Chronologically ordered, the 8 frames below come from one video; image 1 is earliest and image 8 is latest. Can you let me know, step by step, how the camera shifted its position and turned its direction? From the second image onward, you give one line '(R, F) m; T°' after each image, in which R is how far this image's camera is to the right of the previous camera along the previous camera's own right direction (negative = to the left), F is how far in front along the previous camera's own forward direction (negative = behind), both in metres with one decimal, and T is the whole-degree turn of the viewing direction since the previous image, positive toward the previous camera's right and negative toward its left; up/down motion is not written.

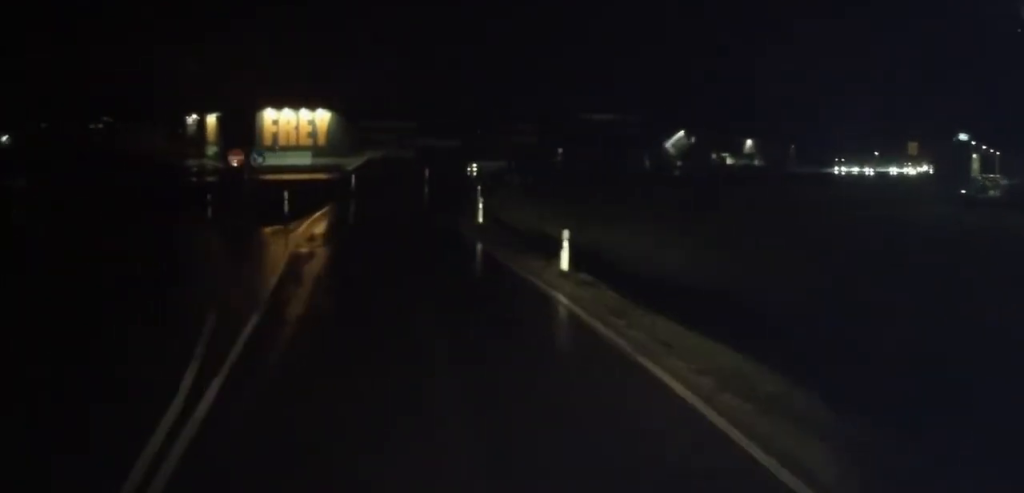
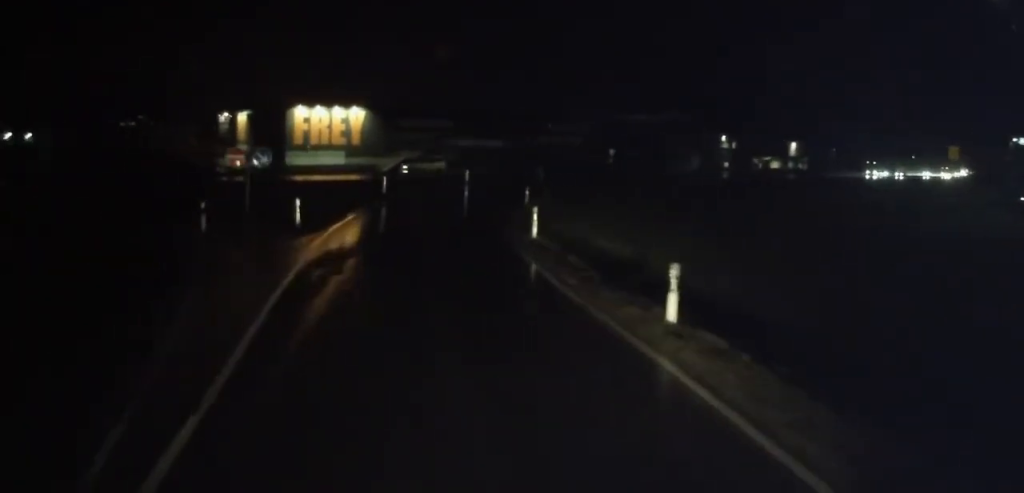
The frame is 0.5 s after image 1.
(-0.1, +4.7) m; -5°
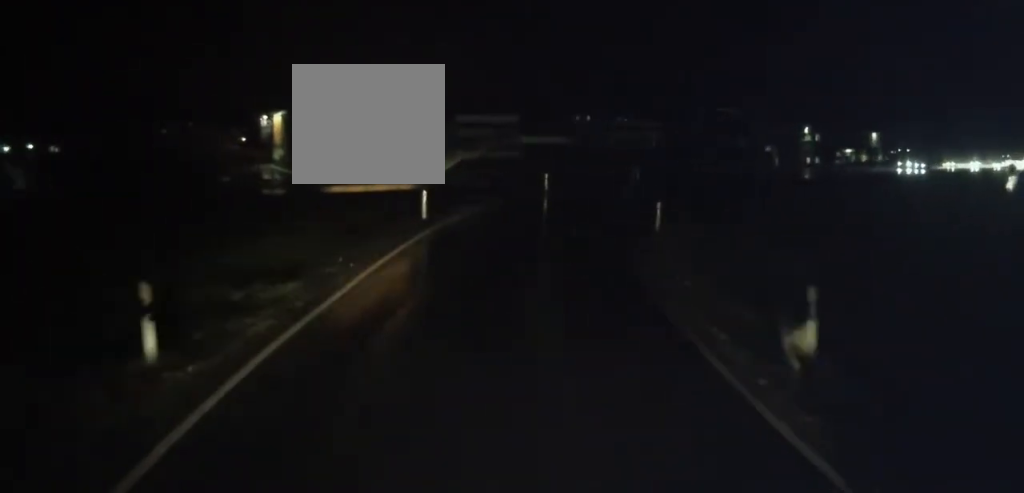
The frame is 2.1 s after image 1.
(-1.9, +14.5) m; -13°
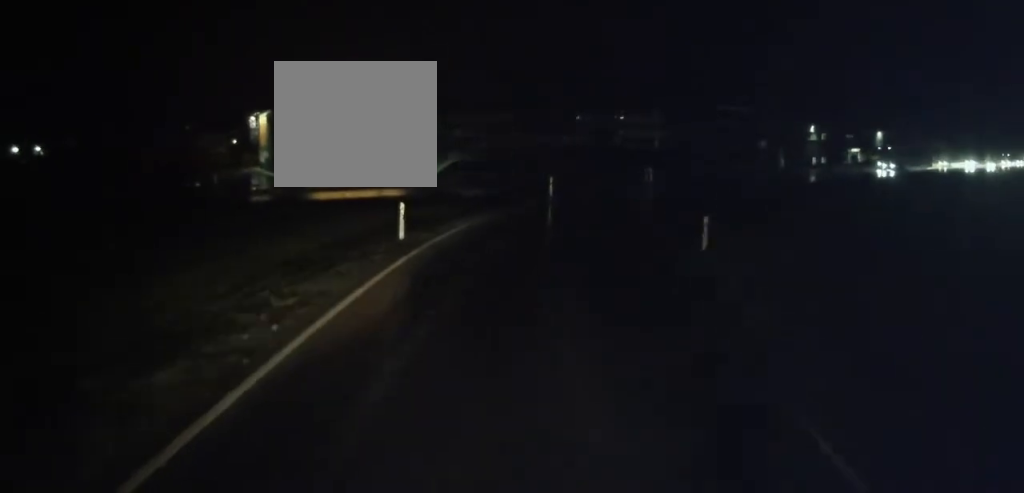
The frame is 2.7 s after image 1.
(-0.2, +5.3) m; -3°
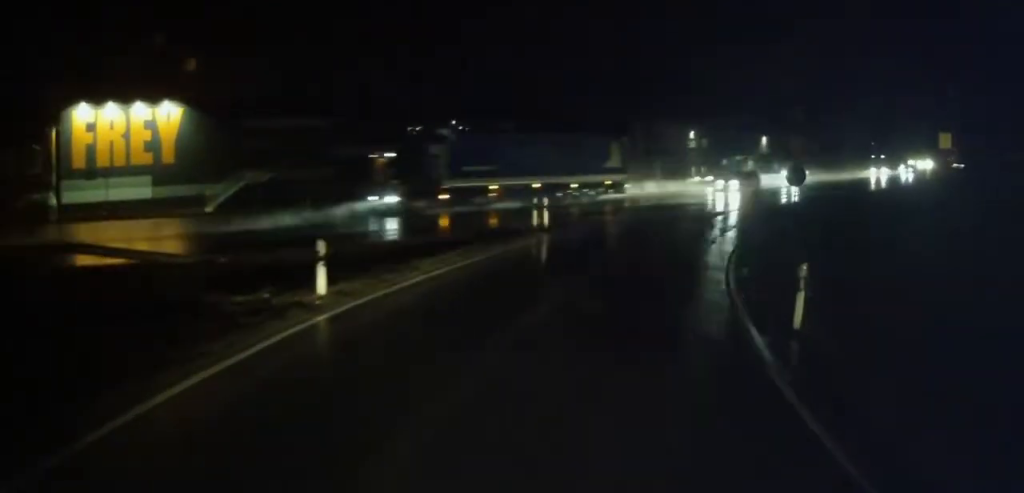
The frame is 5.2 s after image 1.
(+0.9, +21.0) m; +11°
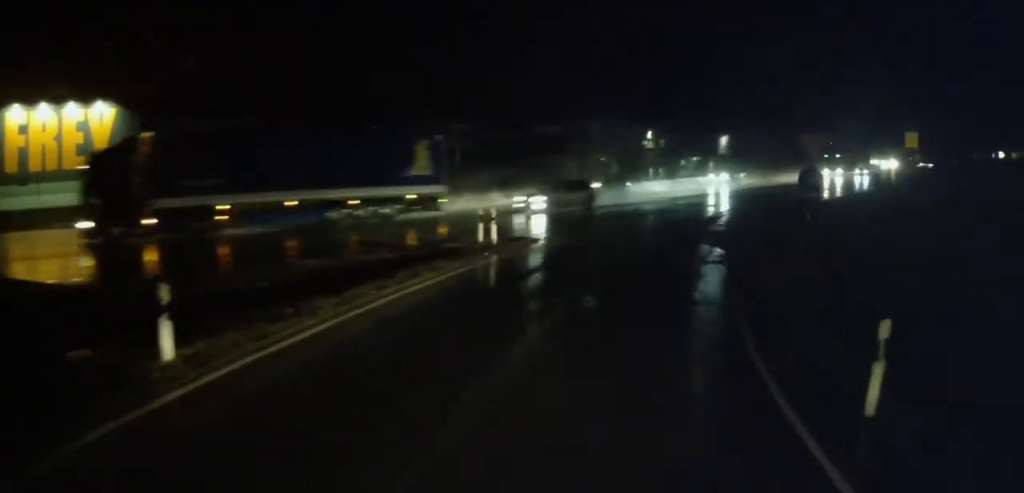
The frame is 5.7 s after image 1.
(+0.1, +4.0) m; +4°
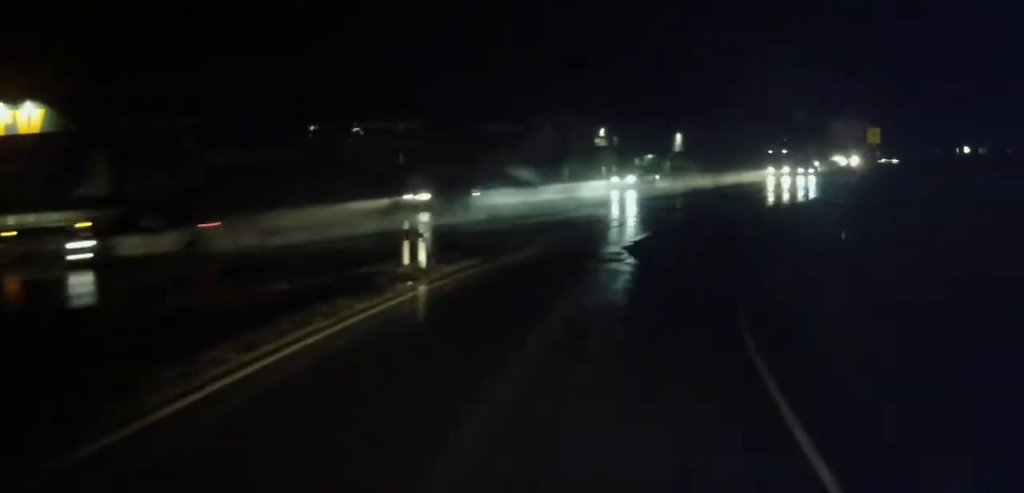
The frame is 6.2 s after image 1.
(-0.2, +3.9) m; +5°
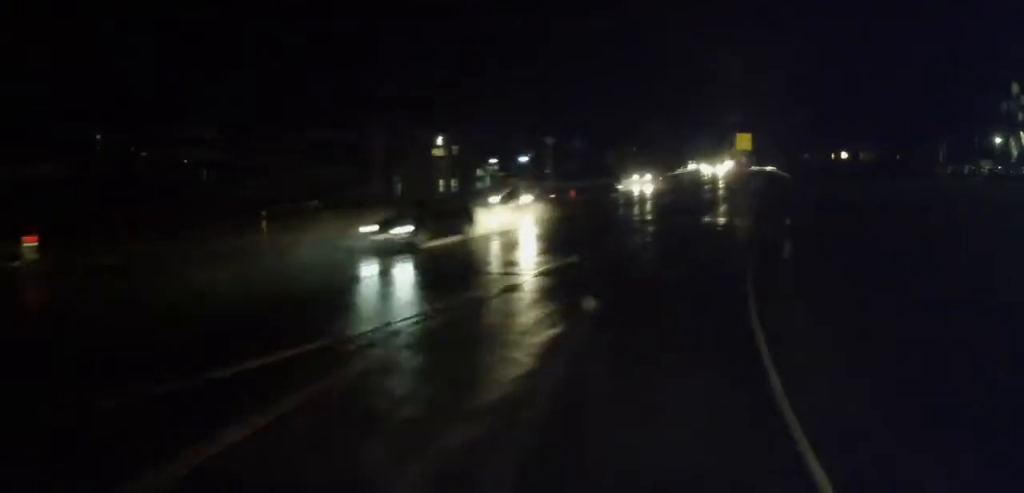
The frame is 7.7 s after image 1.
(+1.9, +11.4) m; +15°
